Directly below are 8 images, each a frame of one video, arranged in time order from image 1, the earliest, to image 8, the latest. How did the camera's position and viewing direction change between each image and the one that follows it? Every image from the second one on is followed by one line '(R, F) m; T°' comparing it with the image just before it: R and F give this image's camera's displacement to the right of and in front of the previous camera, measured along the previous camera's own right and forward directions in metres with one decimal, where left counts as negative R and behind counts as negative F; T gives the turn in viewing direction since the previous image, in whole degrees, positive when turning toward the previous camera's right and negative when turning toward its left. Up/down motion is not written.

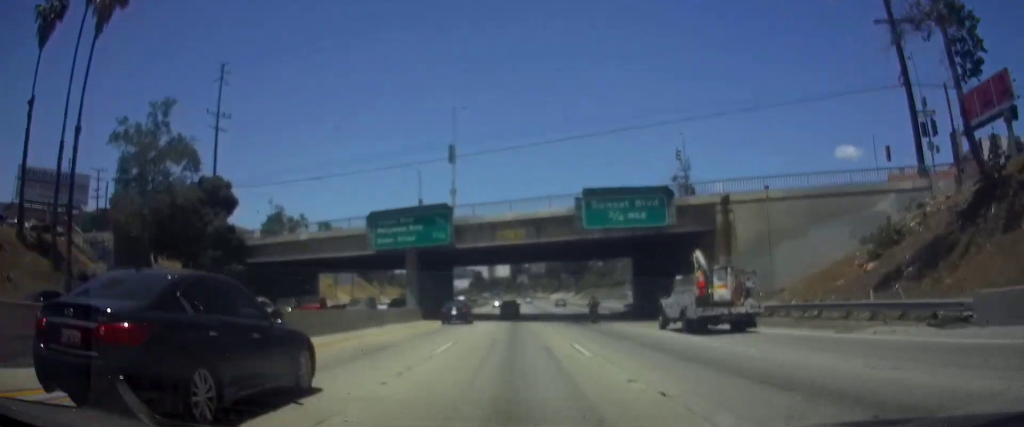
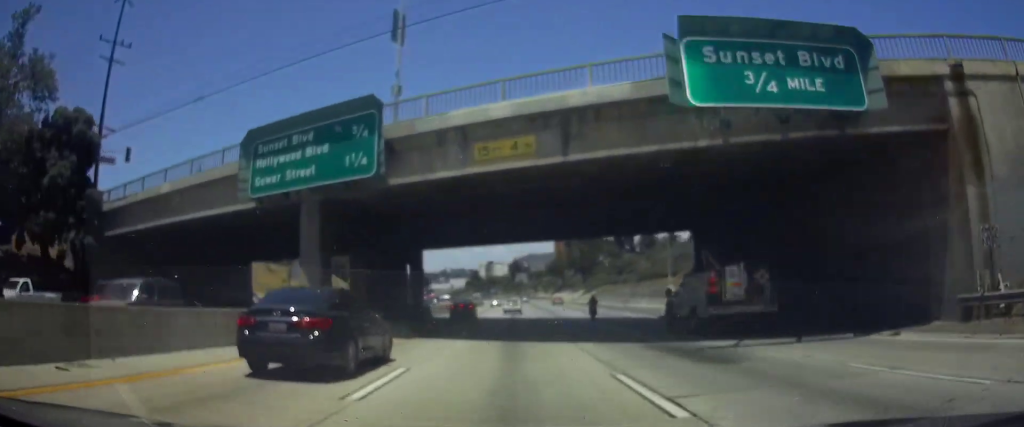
(0.0, +22.9) m; 0°
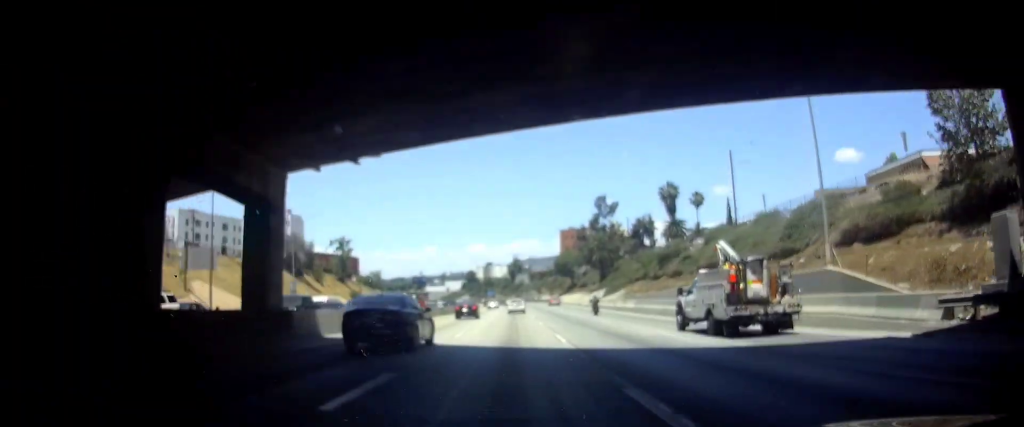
(-0.1, +30.2) m; 0°
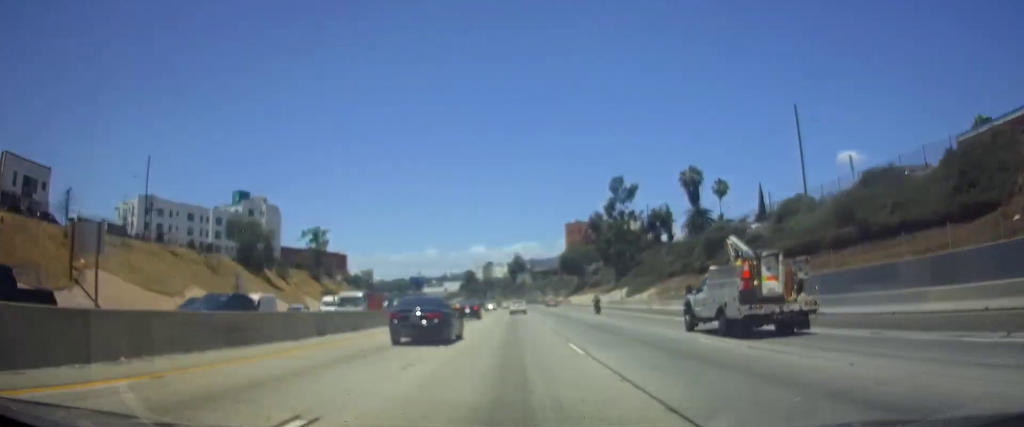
(0.0, +19.2) m; 0°
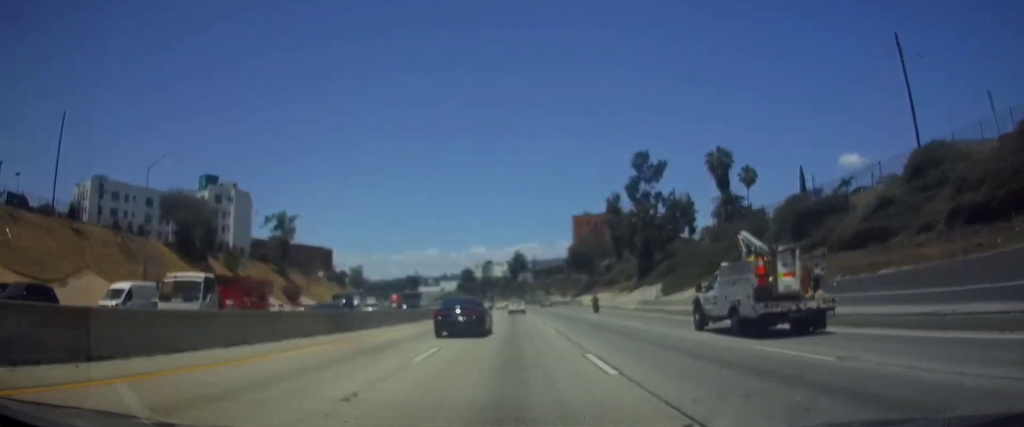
(0.0, +19.0) m; 0°
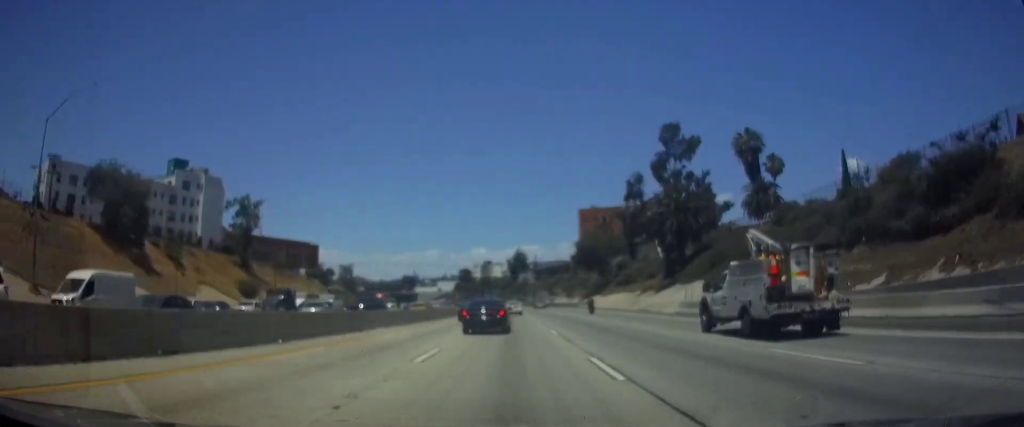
(0.0, +15.3) m; 0°
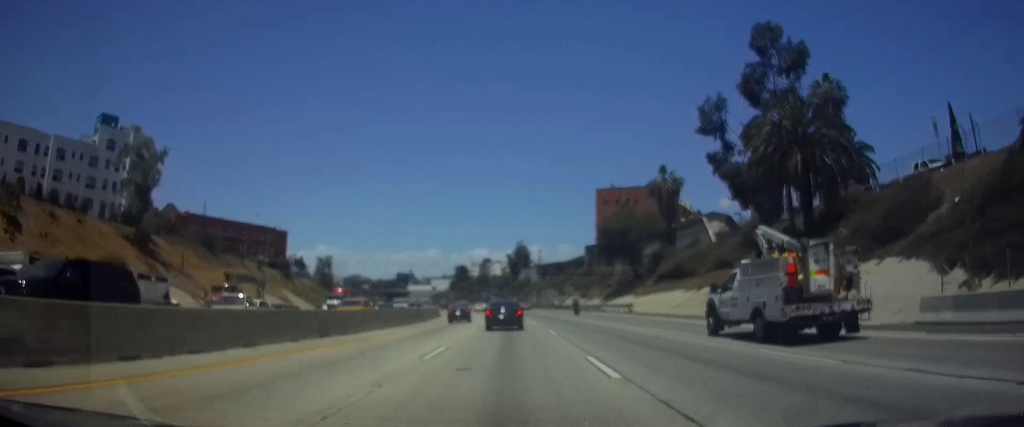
(+0.1, +28.1) m; 0°
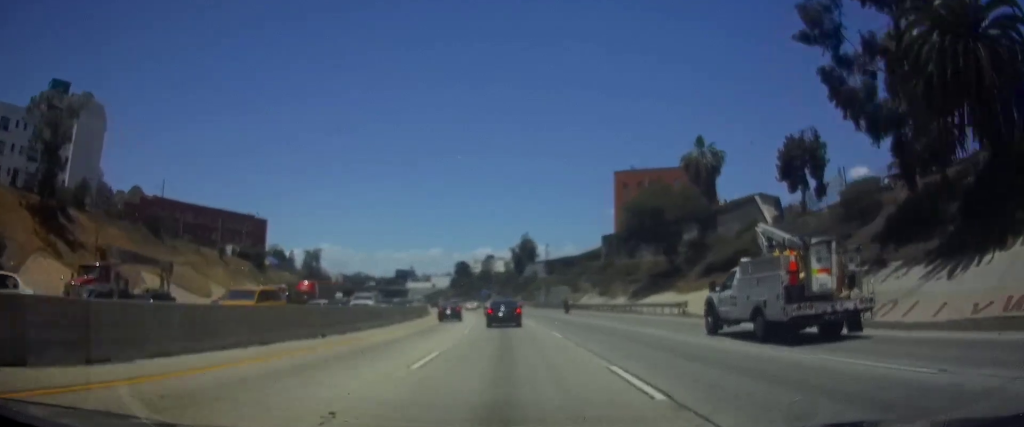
(0.0, +17.1) m; -1°
